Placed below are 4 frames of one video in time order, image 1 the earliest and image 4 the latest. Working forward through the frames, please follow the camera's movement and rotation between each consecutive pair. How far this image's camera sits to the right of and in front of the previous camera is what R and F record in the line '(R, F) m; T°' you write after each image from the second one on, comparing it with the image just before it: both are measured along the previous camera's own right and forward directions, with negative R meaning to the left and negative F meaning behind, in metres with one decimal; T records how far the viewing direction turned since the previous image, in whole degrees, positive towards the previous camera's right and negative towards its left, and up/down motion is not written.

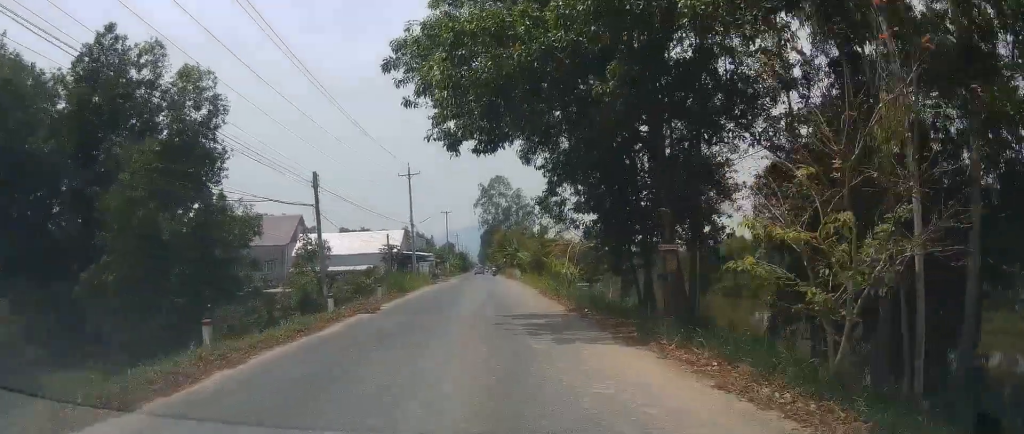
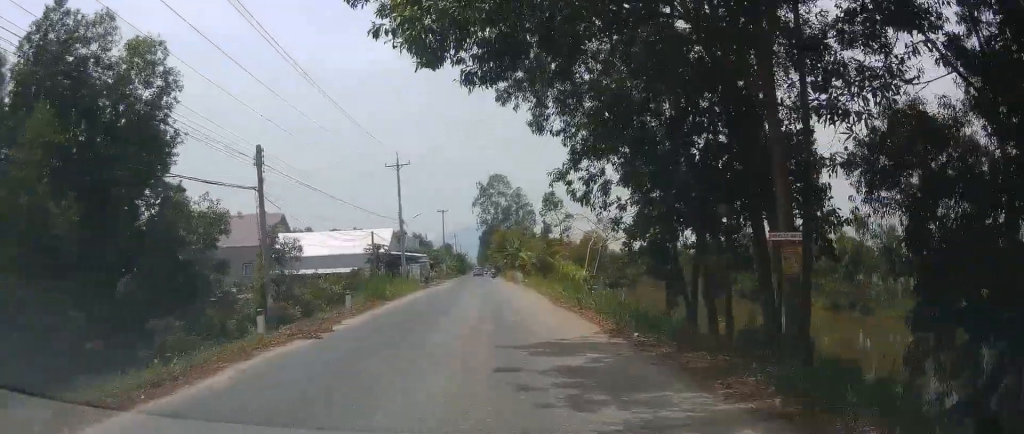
(+0.2, +6.8) m; +1°
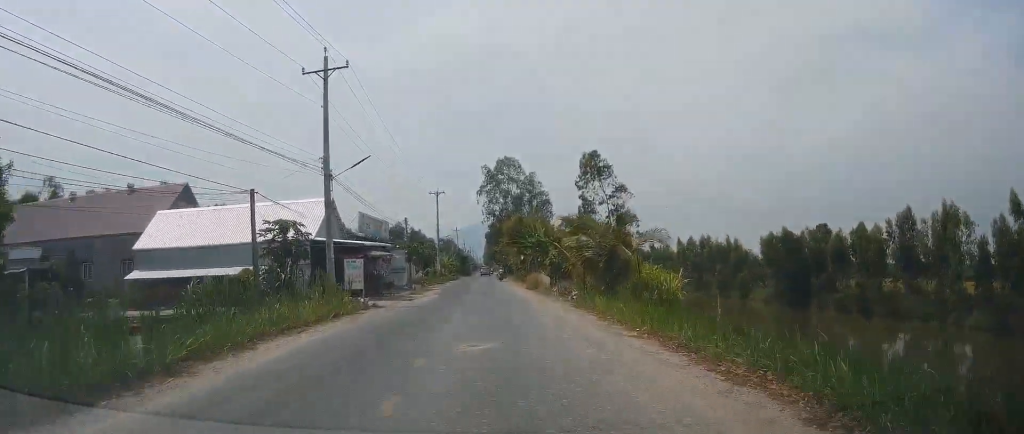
(+0.3, +26.8) m; 0°
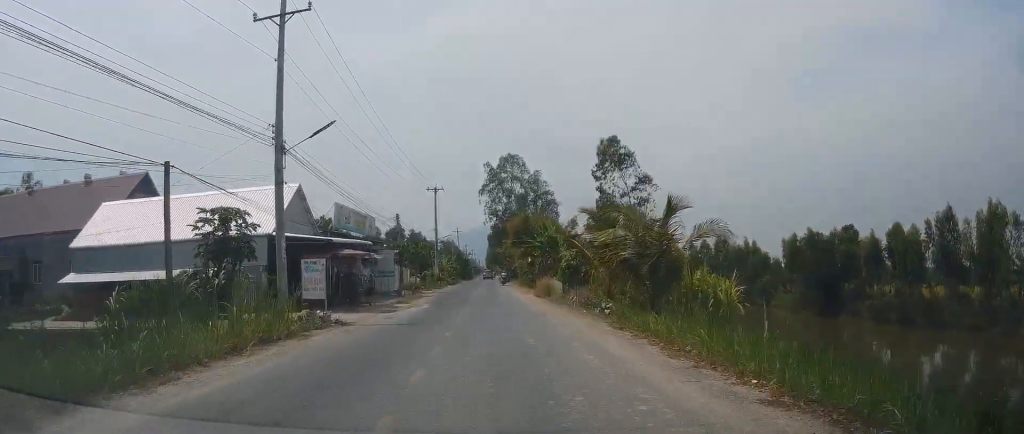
(-0.1, +7.1) m; 0°
